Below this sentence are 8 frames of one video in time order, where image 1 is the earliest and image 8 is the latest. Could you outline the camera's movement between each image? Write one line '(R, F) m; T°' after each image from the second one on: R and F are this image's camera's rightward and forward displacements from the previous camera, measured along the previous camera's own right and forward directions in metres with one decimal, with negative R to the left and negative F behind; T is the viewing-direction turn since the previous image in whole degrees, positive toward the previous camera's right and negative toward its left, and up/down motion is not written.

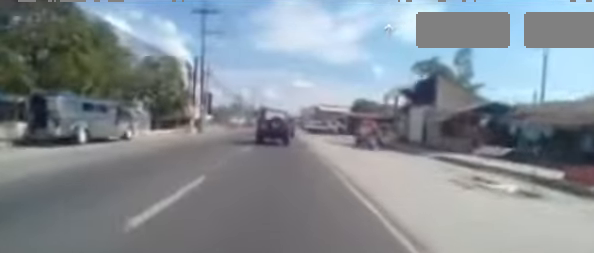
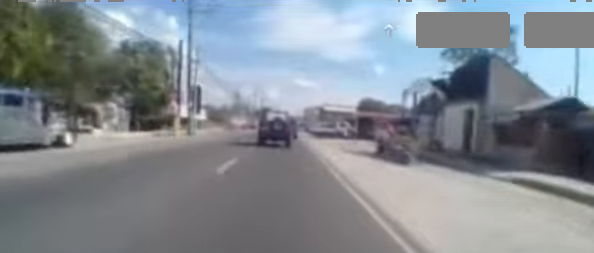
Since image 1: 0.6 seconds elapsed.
(0.0, +5.8) m; 0°
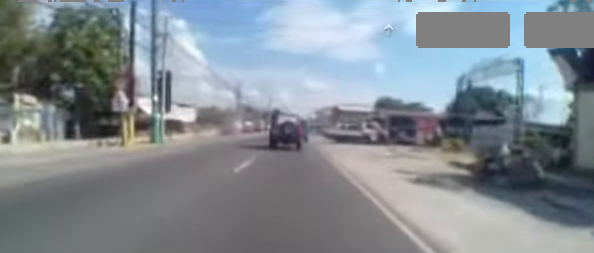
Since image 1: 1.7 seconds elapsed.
(+0.2, +11.2) m; +1°
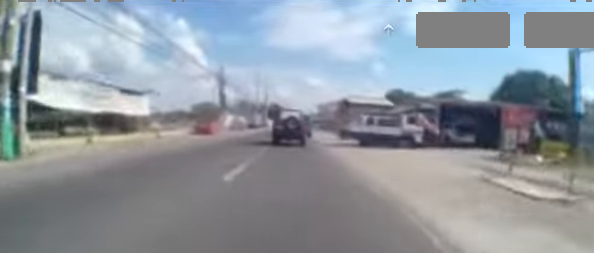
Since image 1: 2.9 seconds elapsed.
(-0.1, +11.6) m; -1°
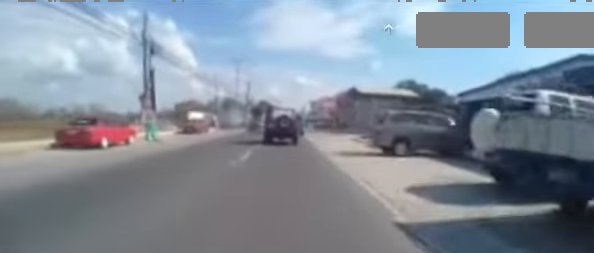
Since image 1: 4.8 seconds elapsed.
(+0.1, +16.9) m; 0°
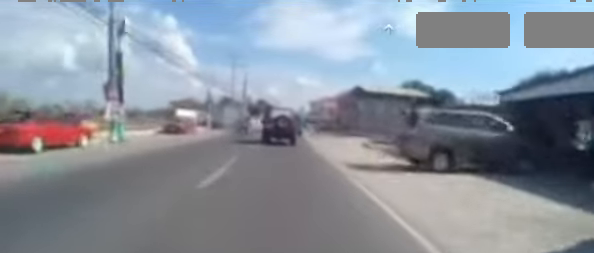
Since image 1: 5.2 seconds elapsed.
(-0.2, +3.9) m; 0°
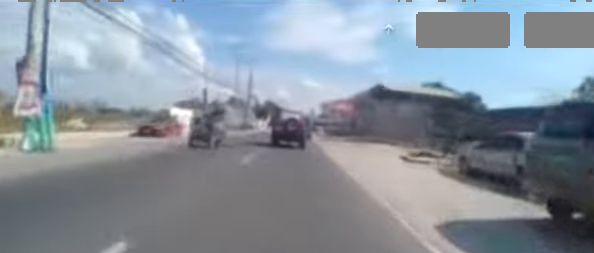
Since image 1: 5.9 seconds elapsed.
(+0.2, +5.6) m; 0°
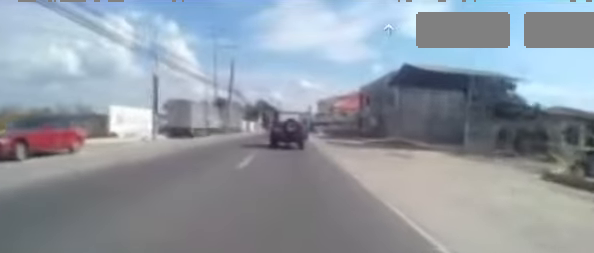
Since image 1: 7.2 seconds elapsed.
(-0.1, +10.4) m; -2°
